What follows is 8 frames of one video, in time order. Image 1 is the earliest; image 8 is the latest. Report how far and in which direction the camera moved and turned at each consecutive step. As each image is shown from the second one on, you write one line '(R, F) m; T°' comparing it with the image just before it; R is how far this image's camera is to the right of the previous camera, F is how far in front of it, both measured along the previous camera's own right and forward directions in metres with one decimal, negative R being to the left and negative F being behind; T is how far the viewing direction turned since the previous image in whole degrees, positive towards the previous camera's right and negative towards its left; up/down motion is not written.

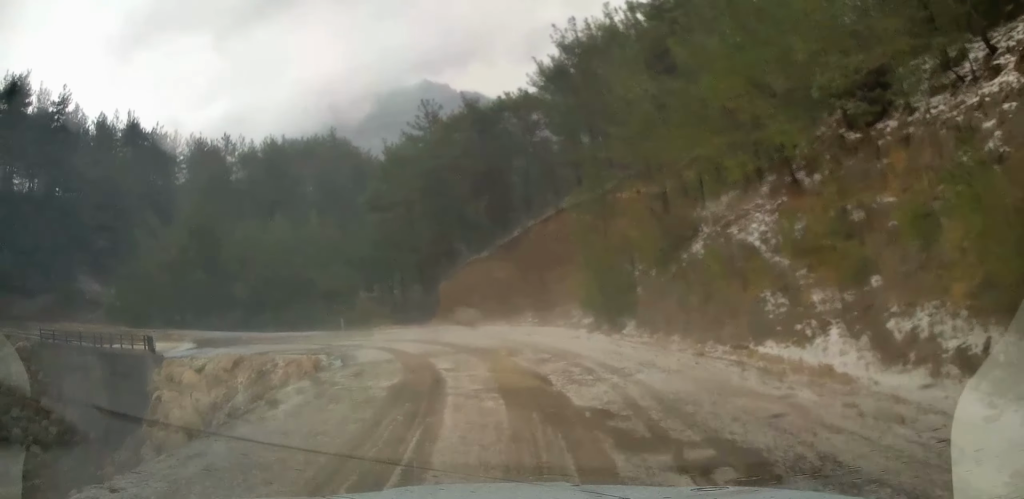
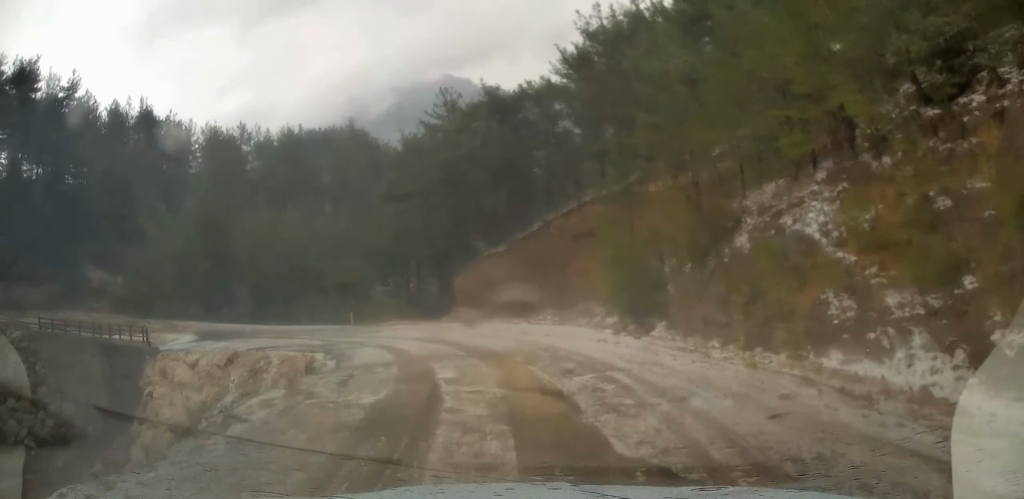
(0.0, +2.3) m; -2°
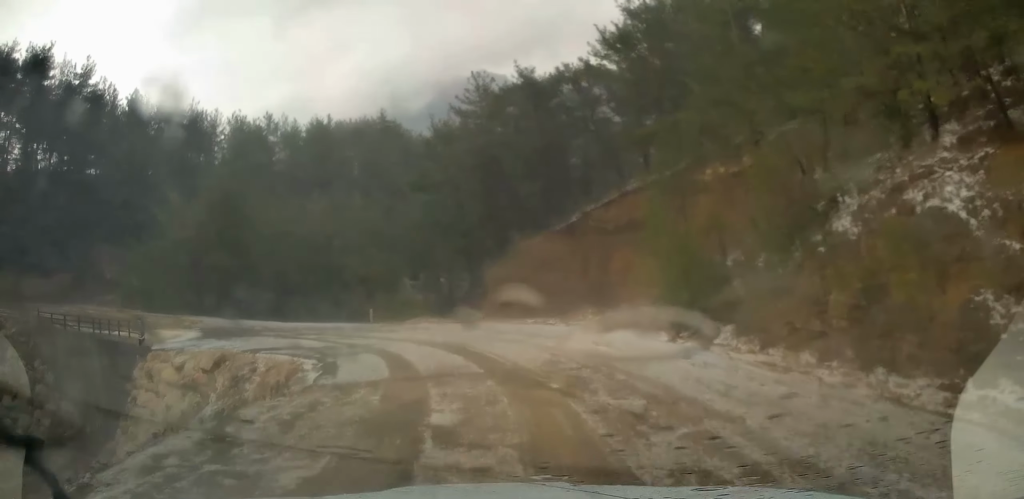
(-0.2, +4.0) m; -4°
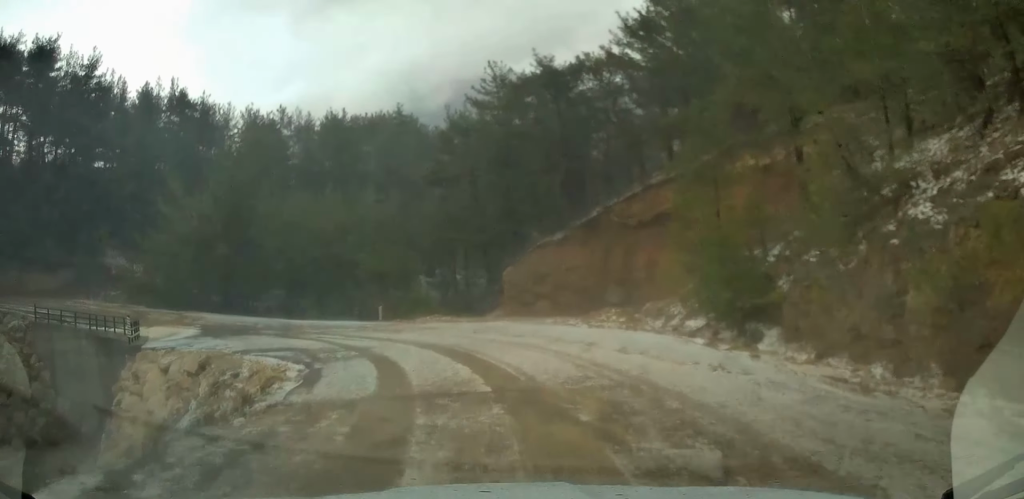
(0.0, +2.4) m; -3°
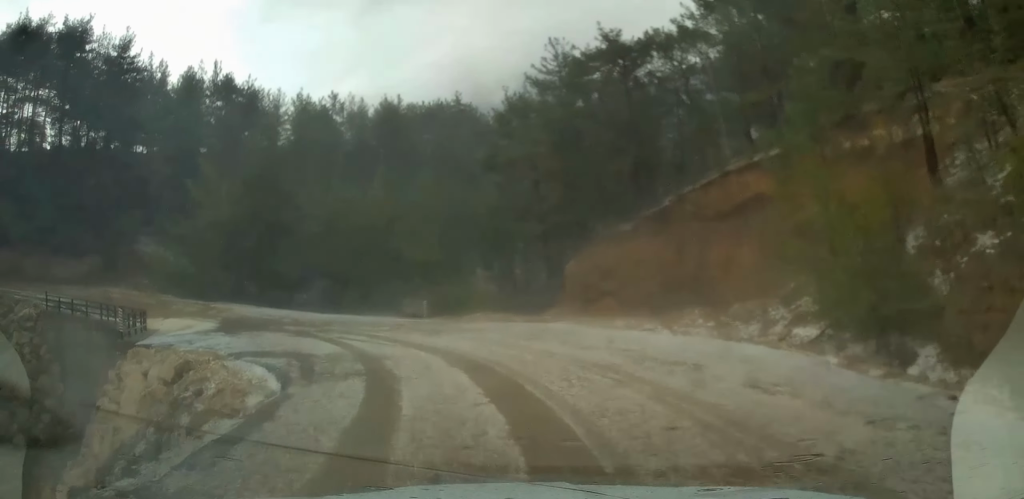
(-0.3, +5.0) m; -8°
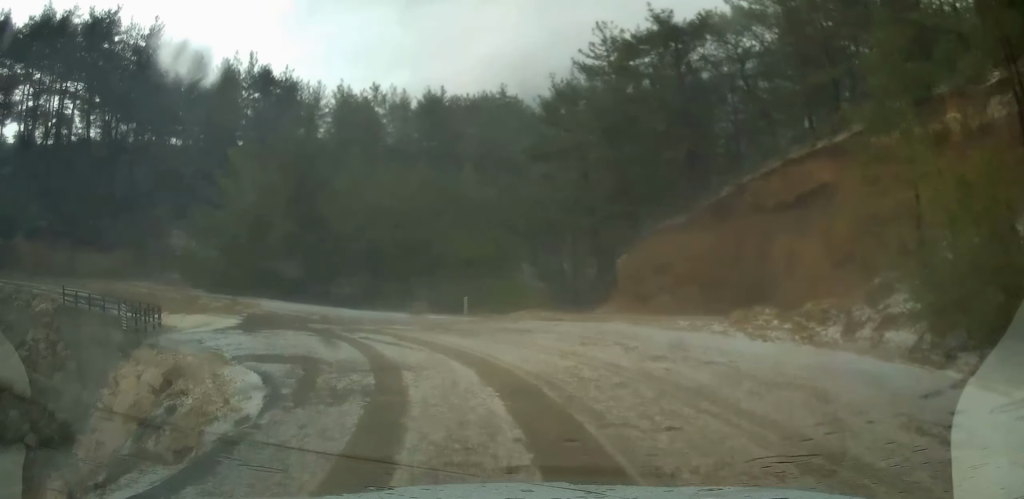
(-0.1, +2.8) m; -4°
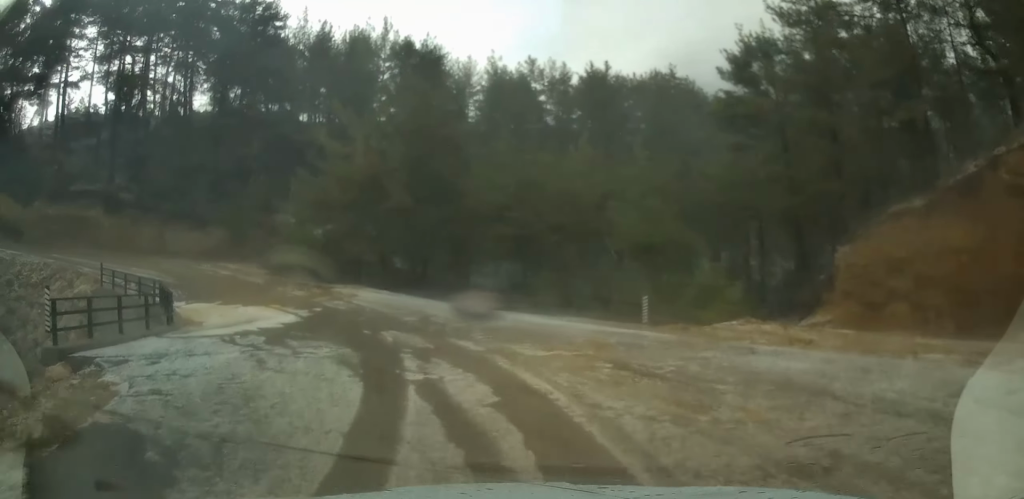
(-1.3, +10.8) m; -16°
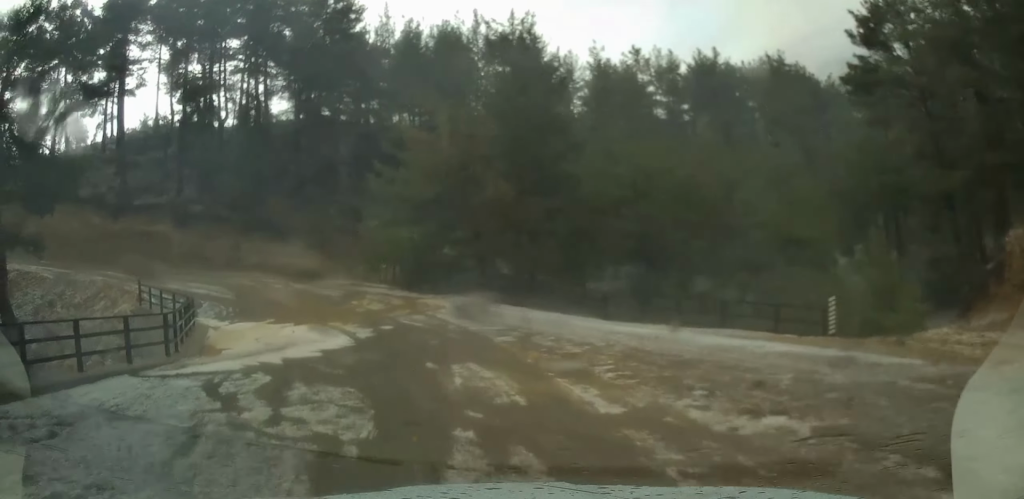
(-0.5, +5.9) m; -9°
